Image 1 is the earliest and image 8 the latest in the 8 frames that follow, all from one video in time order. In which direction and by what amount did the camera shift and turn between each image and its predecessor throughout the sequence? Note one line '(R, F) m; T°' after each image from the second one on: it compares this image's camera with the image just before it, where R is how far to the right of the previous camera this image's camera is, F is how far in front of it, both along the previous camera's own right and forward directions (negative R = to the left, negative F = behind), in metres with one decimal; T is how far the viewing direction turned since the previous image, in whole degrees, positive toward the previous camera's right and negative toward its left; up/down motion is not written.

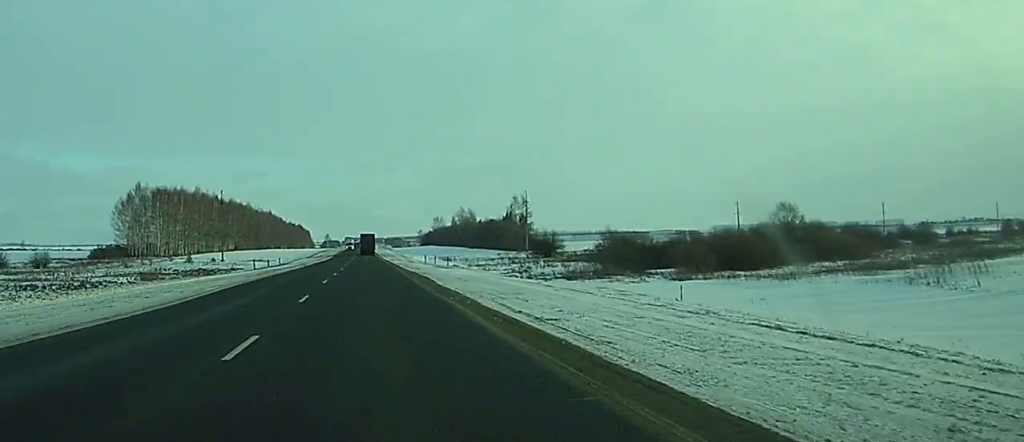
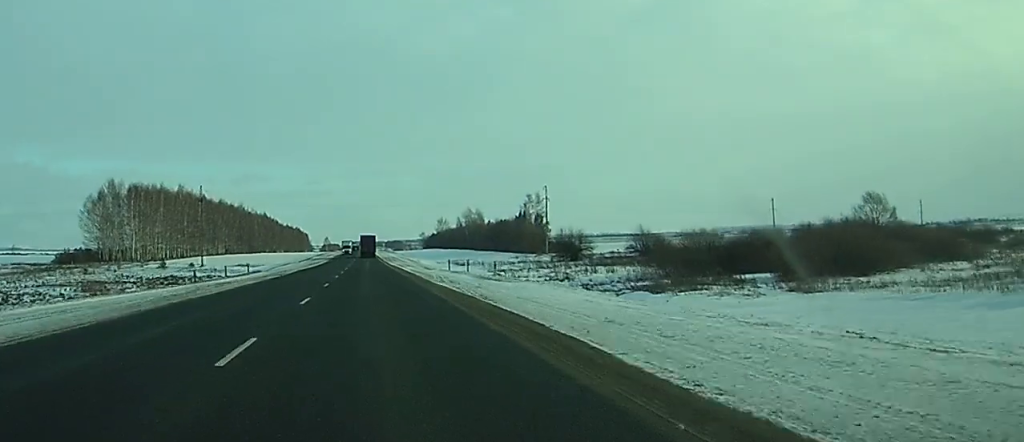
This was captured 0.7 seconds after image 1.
(0.0, +24.9) m; 0°
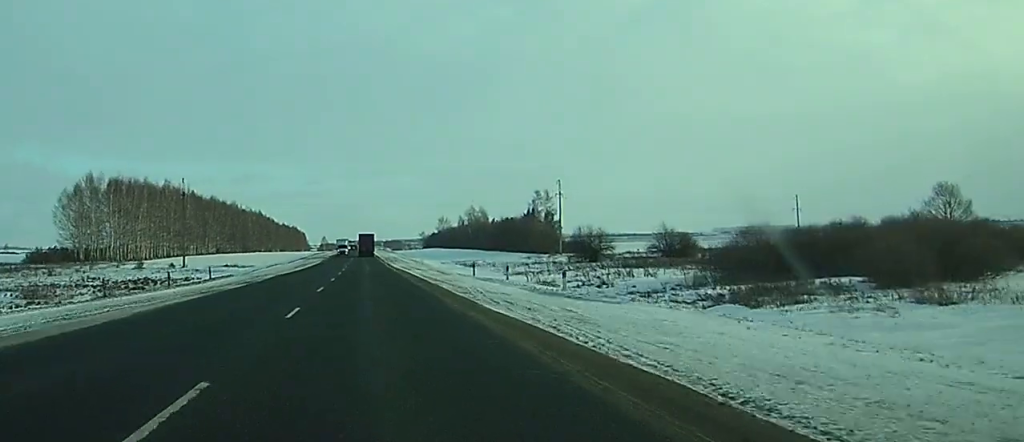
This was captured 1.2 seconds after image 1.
(0.0, +15.8) m; 0°
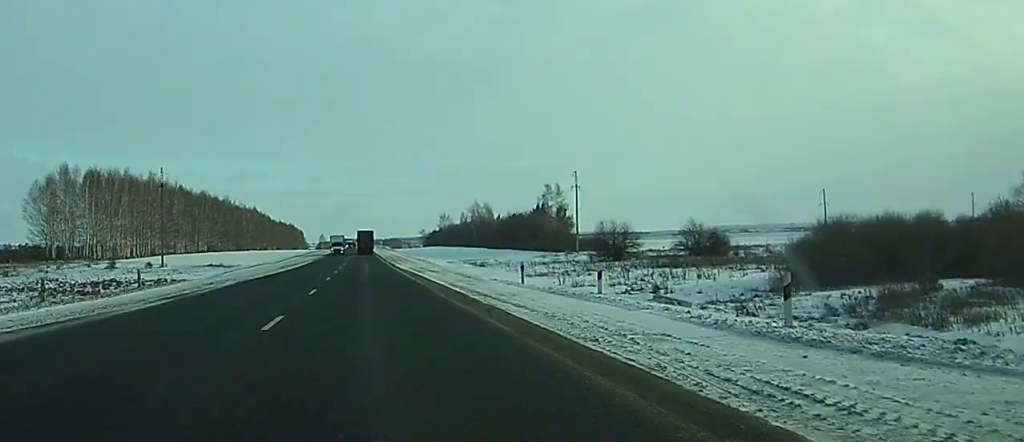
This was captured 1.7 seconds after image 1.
(0.0, +15.7) m; 0°
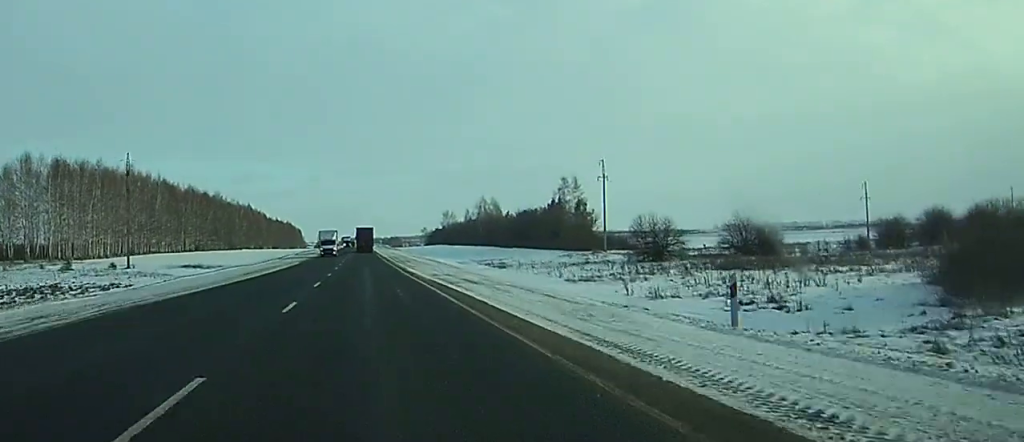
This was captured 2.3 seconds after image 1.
(0.0, +20.2) m; 0°
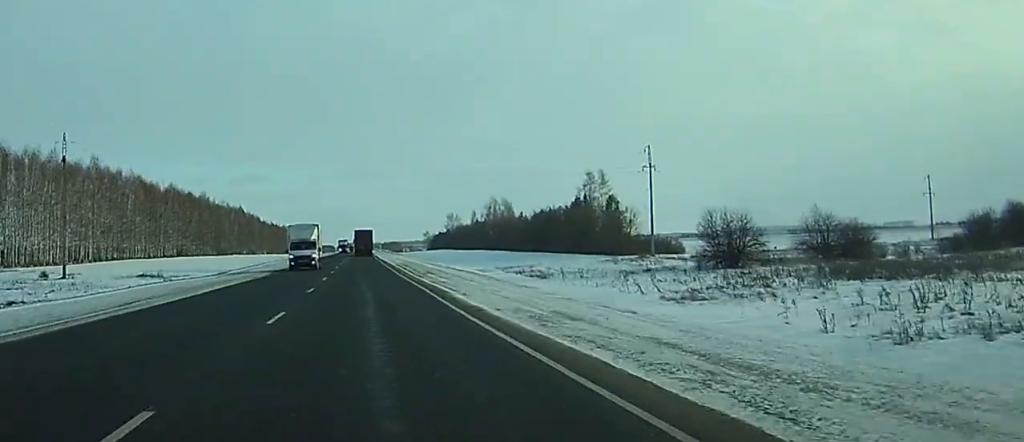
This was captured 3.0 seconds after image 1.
(0.0, +25.7) m; 0°
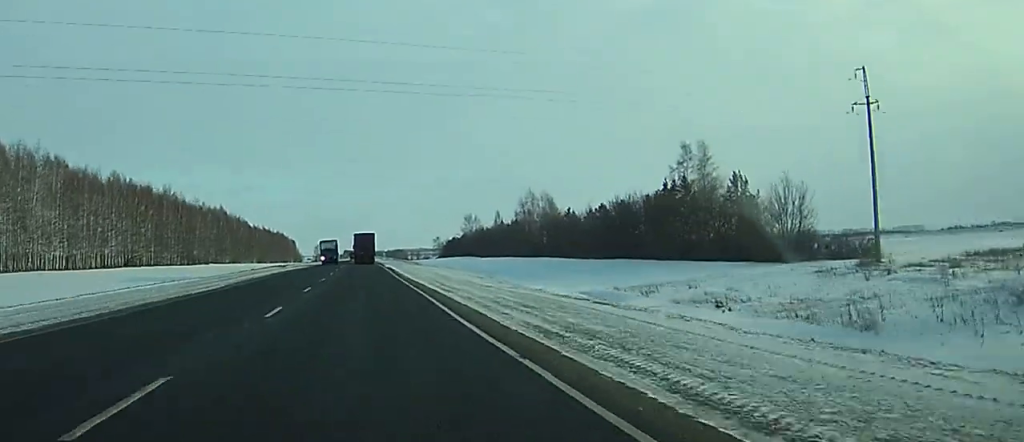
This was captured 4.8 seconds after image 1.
(+0.1, +57.6) m; 0°
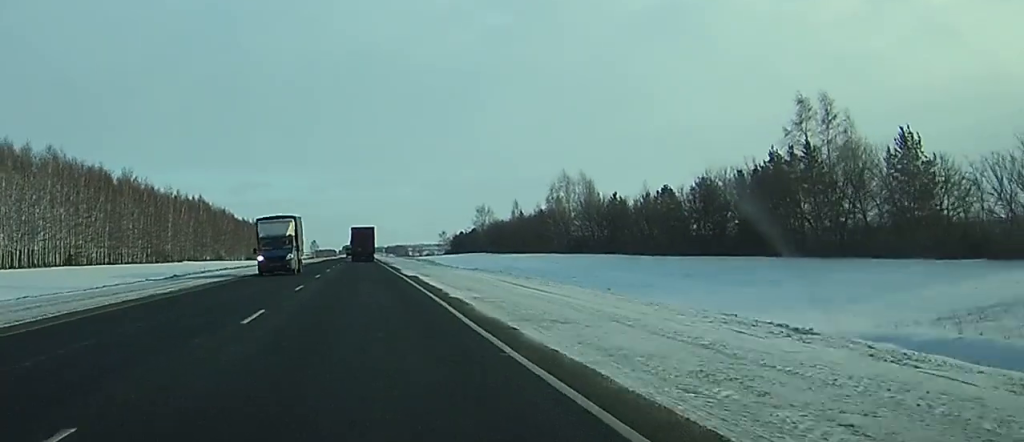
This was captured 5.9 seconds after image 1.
(0.0, +38.5) m; 0°
